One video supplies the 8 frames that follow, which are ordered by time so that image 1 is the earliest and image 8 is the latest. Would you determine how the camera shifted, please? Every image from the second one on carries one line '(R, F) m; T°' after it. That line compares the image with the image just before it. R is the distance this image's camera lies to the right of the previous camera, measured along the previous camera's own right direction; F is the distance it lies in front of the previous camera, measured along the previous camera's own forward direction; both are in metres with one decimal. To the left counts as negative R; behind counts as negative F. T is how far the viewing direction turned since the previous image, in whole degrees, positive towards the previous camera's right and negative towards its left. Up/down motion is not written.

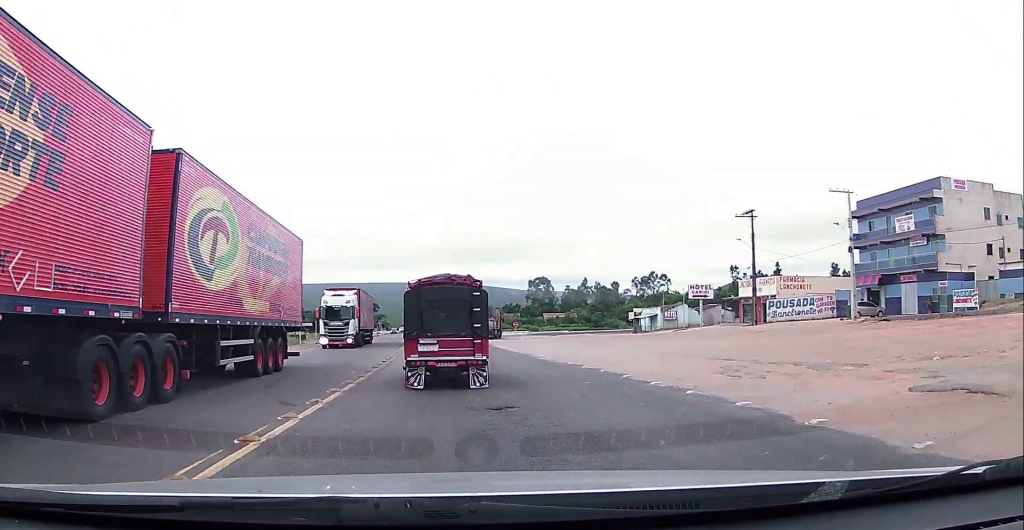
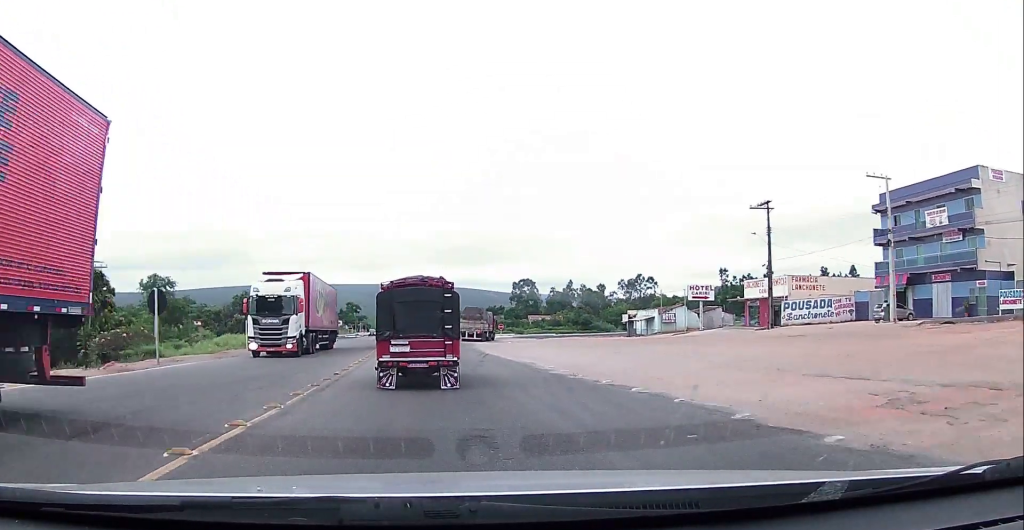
(-0.1, +7.0) m; 0°
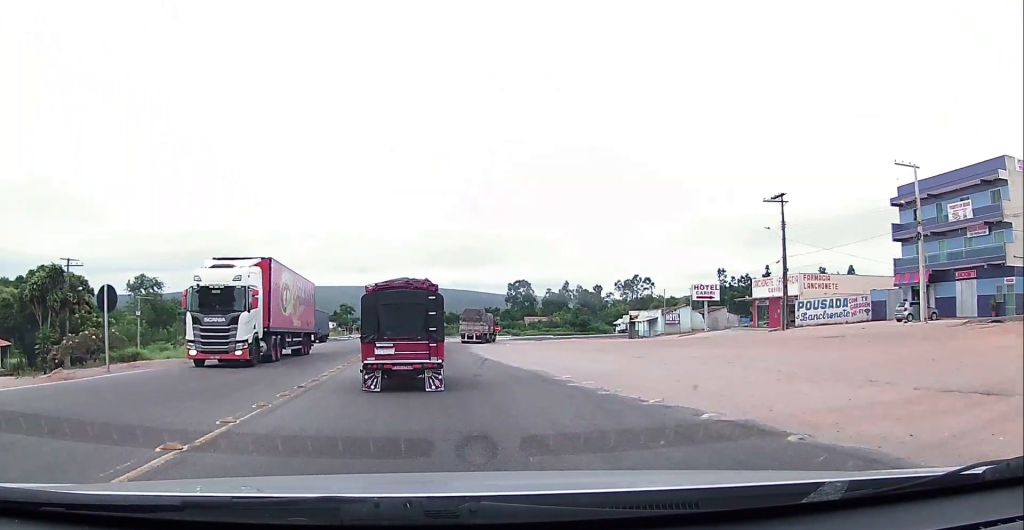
(-0.2, +3.8) m; 0°
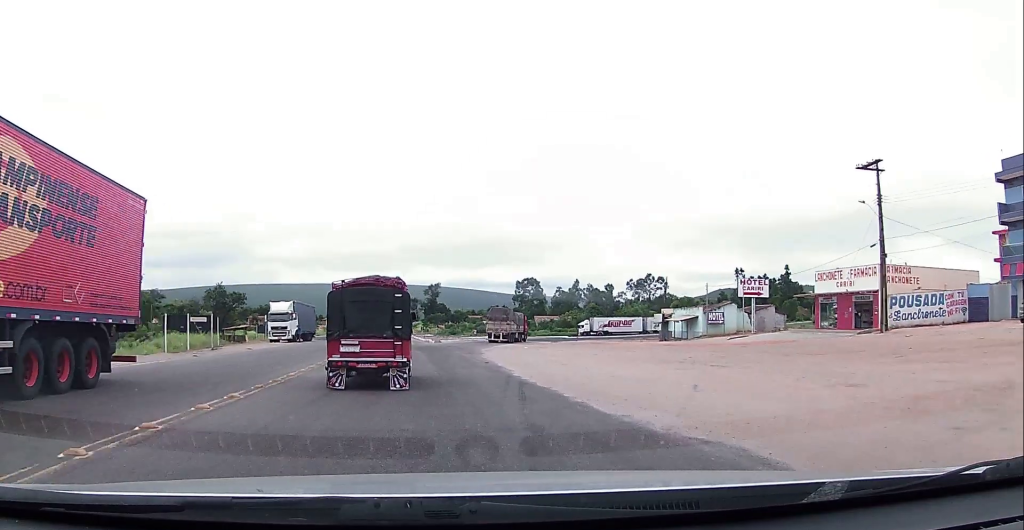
(0.0, +13.2) m; -2°
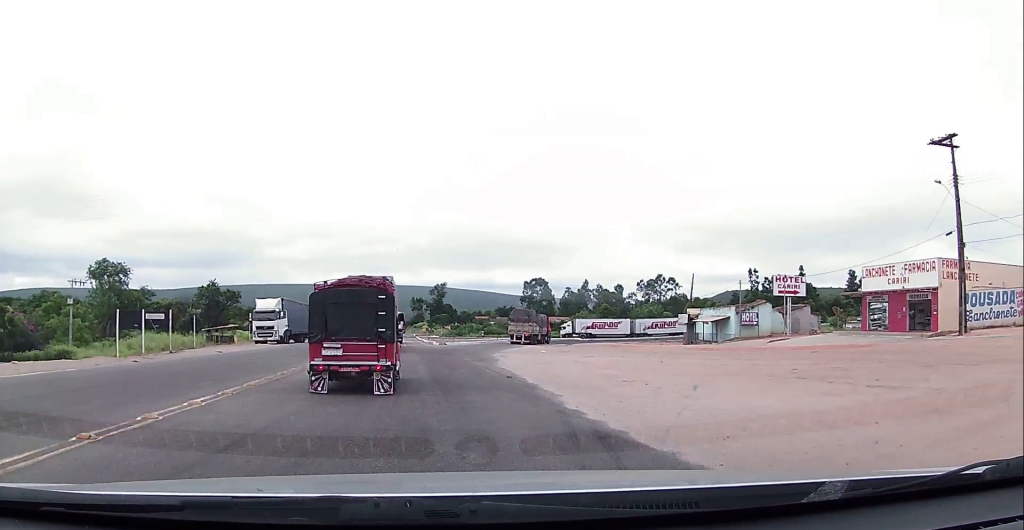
(-0.2, +7.2) m; 0°
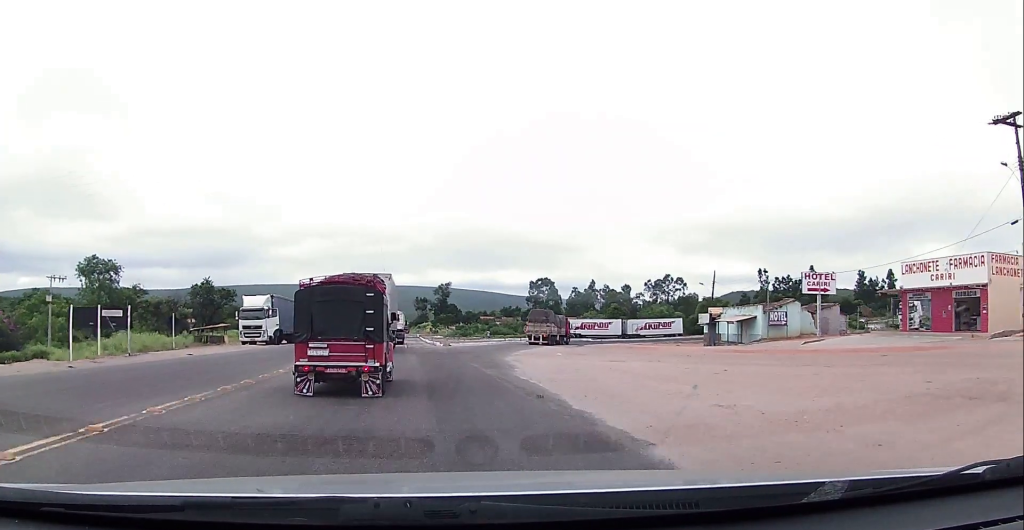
(+0.4, +5.2) m; 0°
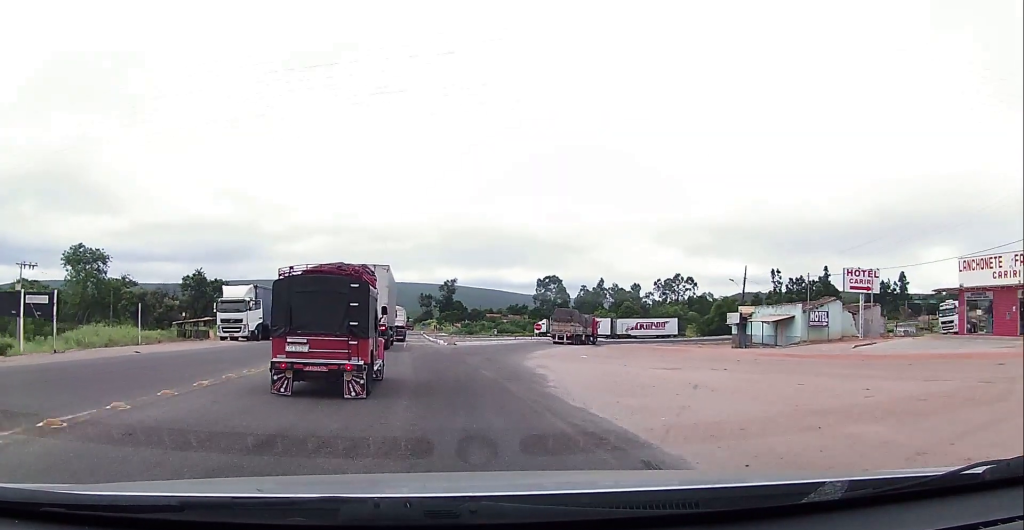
(-0.3, +6.6) m; -2°
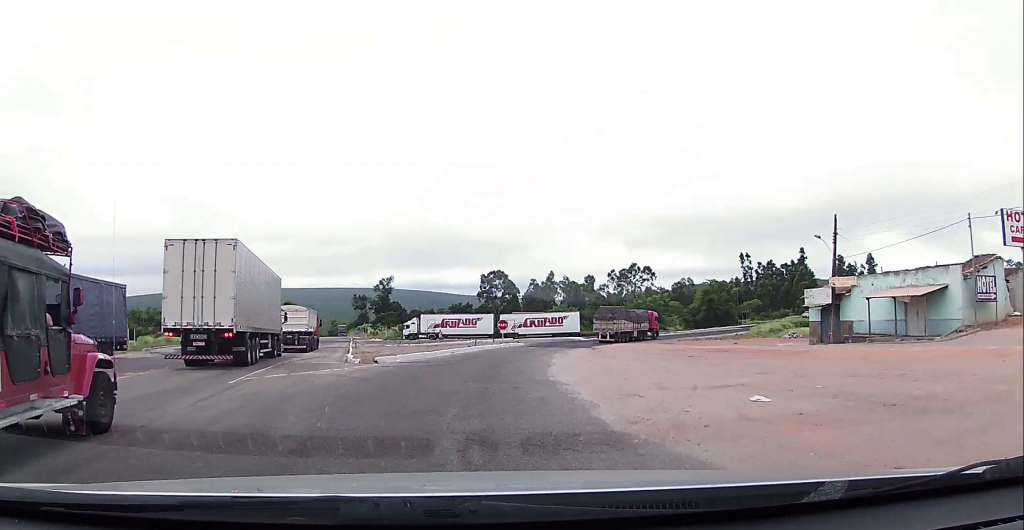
(+1.3, +26.0) m; +7°
